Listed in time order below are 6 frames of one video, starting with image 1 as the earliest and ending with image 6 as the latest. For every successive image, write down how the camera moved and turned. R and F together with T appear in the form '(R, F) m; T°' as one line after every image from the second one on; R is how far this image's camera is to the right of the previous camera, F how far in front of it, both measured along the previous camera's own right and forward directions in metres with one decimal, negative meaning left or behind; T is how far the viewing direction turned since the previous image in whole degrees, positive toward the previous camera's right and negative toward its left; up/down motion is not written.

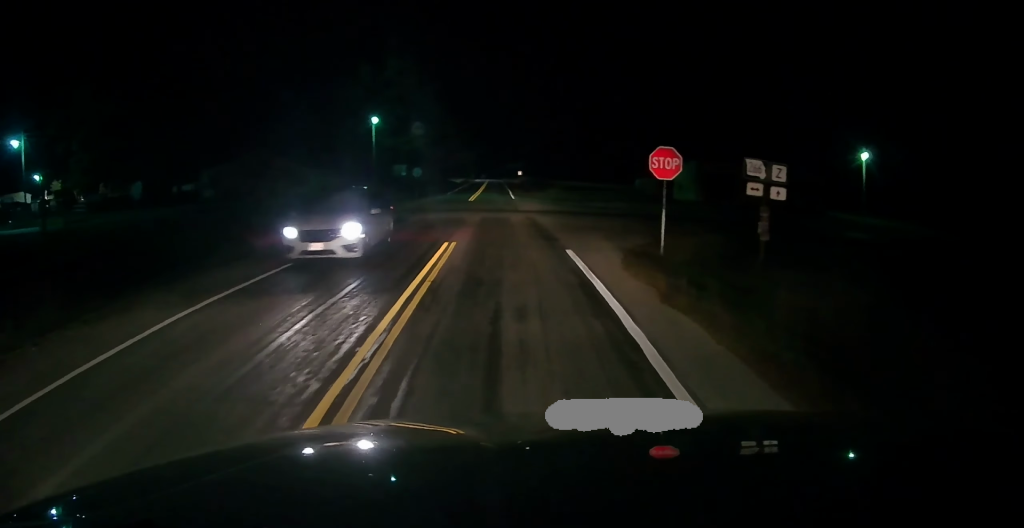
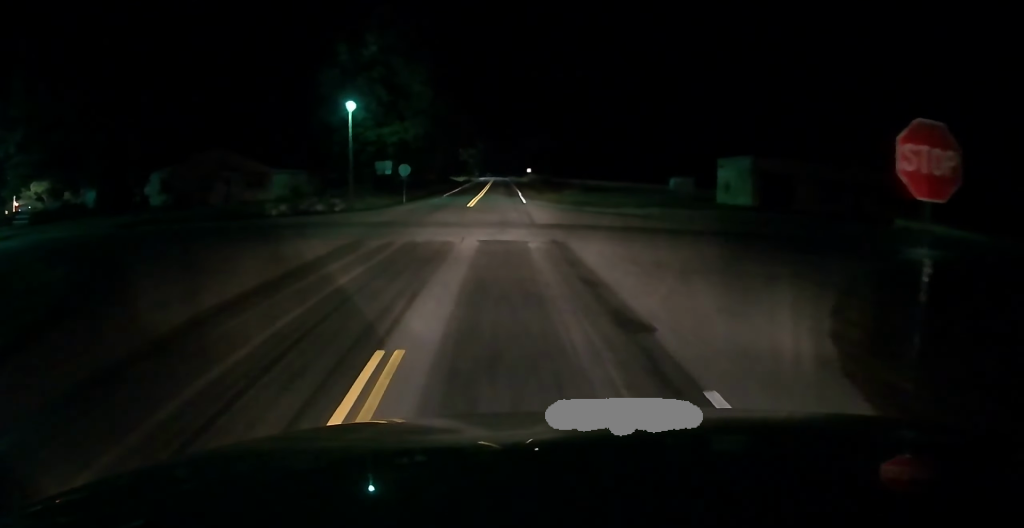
(0.0, +14.9) m; 0°
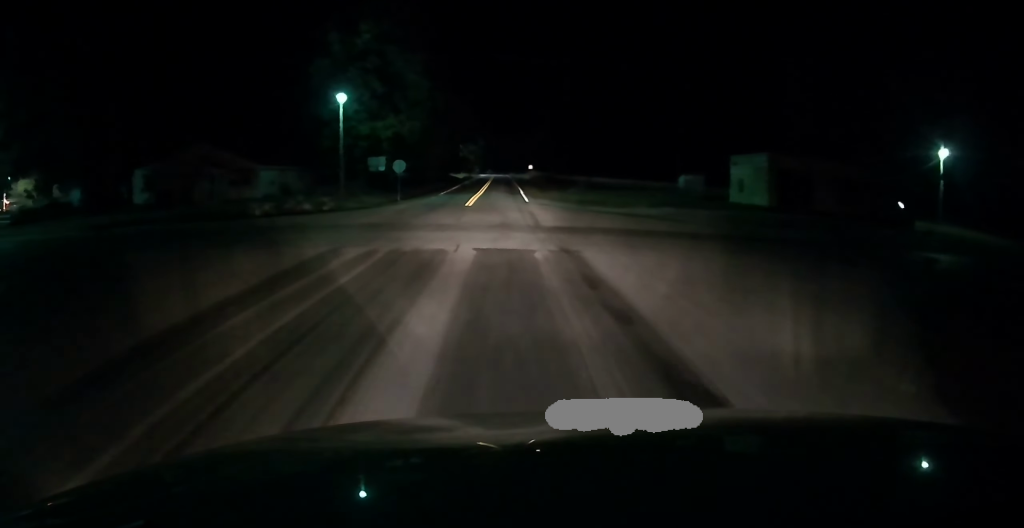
(0.0, +4.0) m; 0°
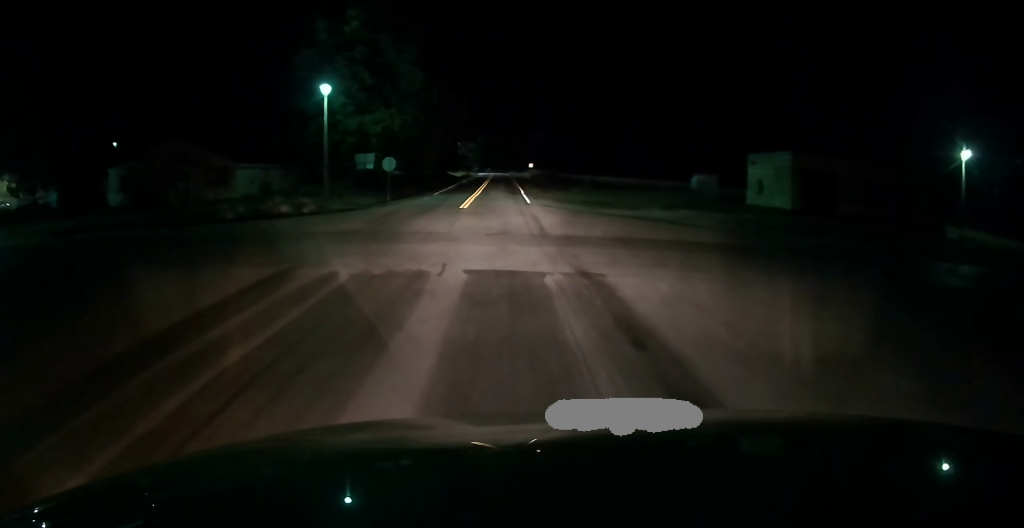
(0.0, +5.3) m; 0°
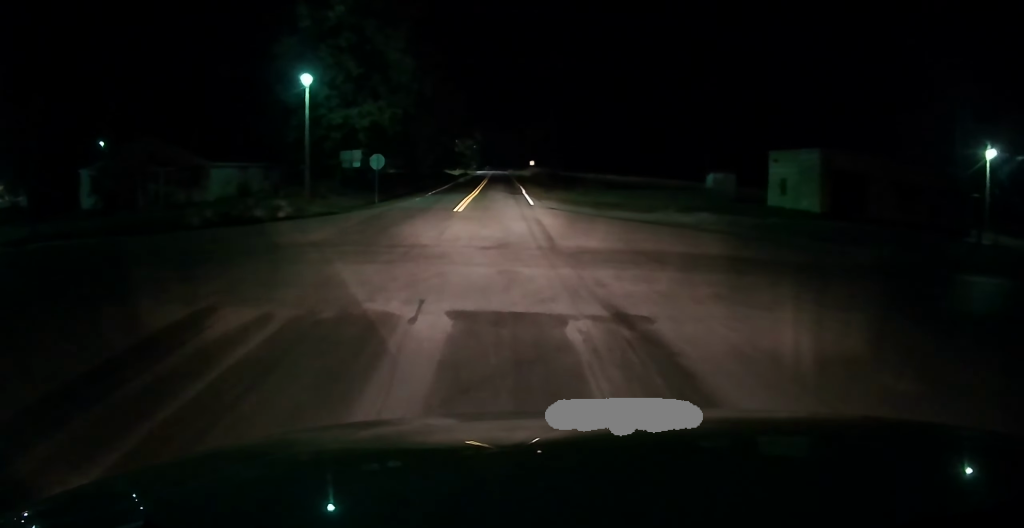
(0.0, +5.2) m; 0°
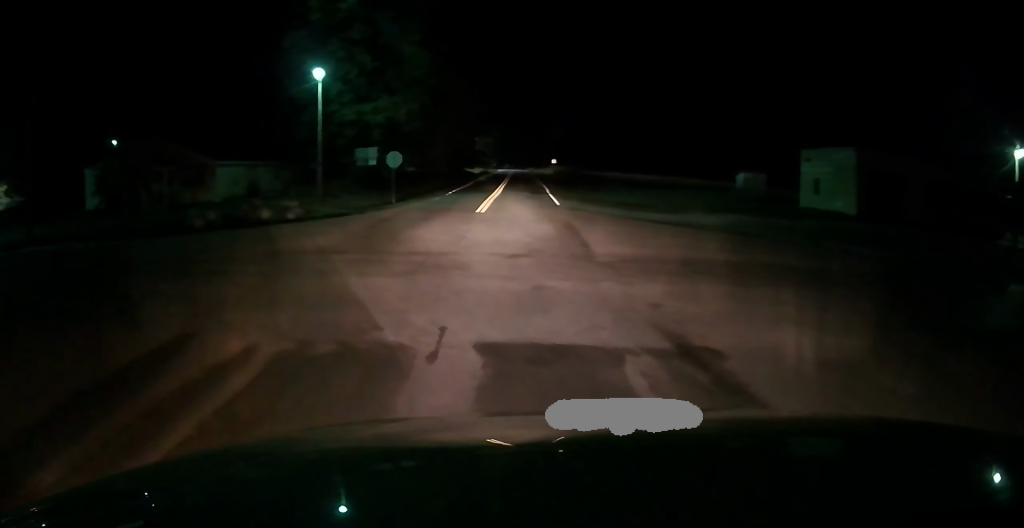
(0.0, +1.2) m; 0°
